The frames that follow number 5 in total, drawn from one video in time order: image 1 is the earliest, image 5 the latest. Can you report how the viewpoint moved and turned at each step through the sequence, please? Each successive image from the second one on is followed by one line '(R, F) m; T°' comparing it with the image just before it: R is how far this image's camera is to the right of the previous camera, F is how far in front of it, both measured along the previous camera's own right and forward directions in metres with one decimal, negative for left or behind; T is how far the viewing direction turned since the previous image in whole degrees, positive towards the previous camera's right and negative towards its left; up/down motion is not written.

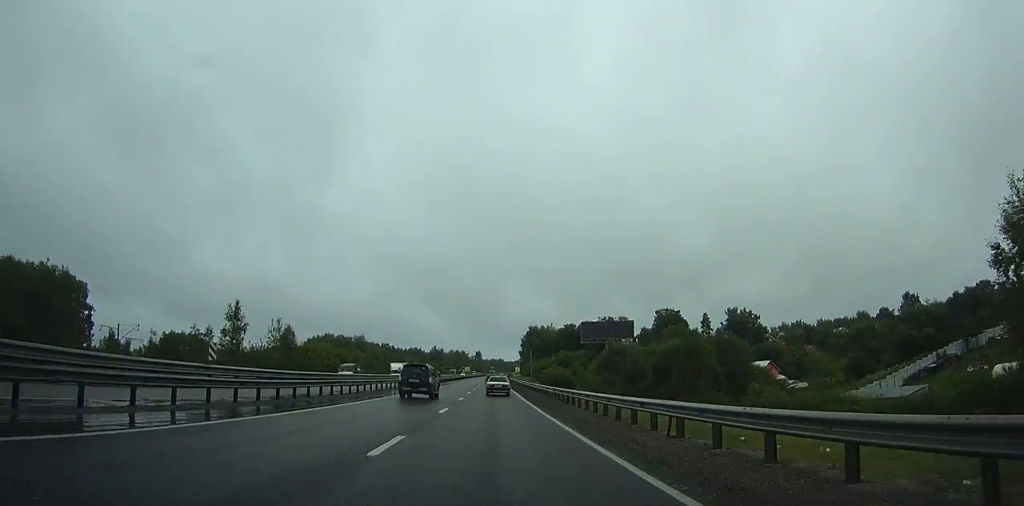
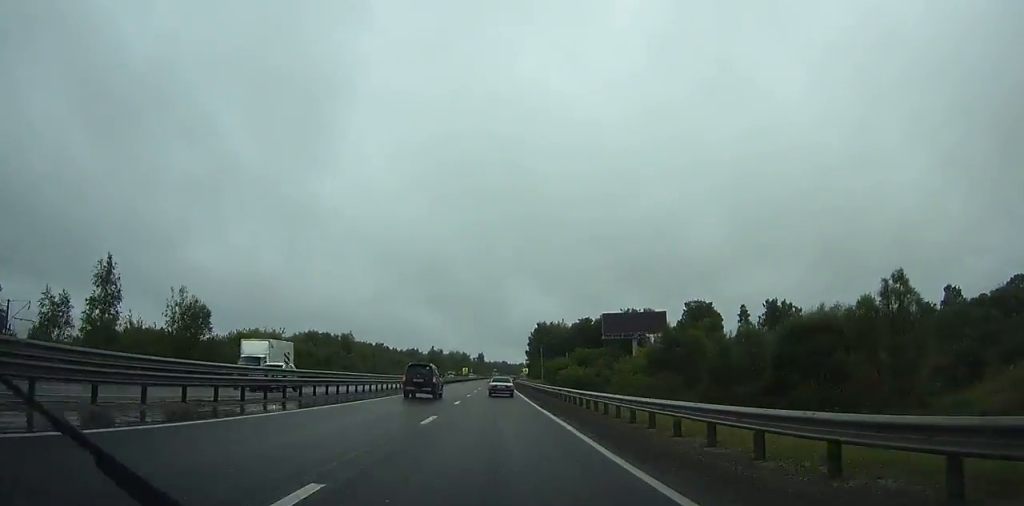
(-0.1, +29.5) m; 0°
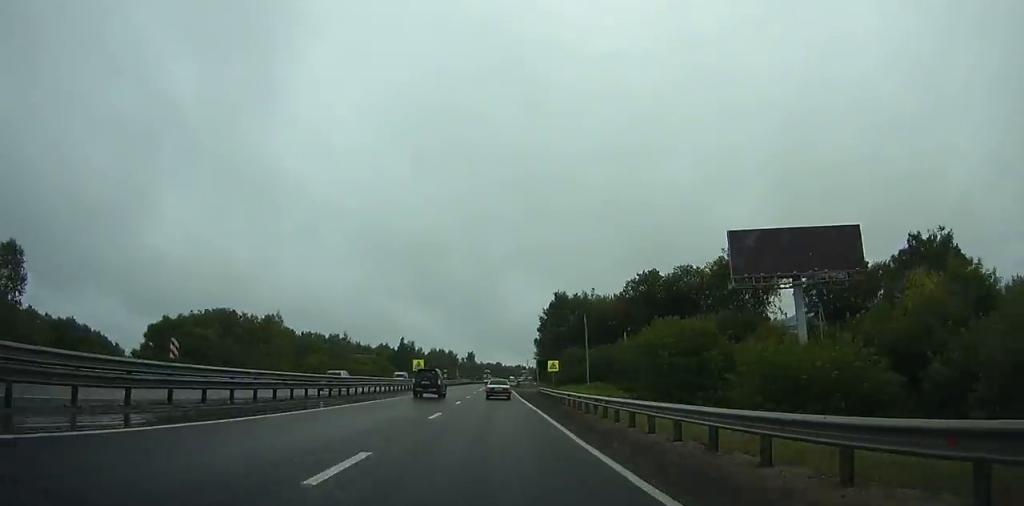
(+0.7, +81.0) m; +1°
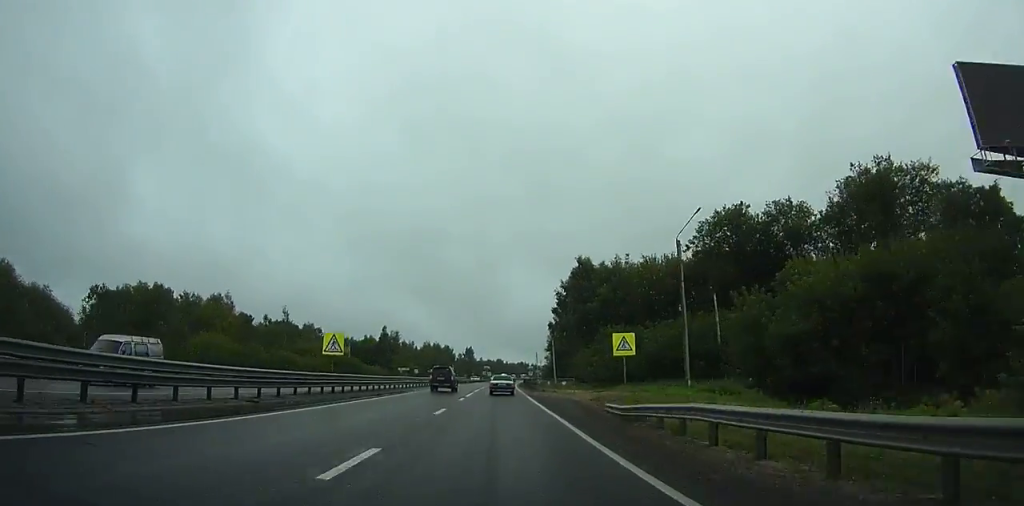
(+0.2, +36.4) m; 0°
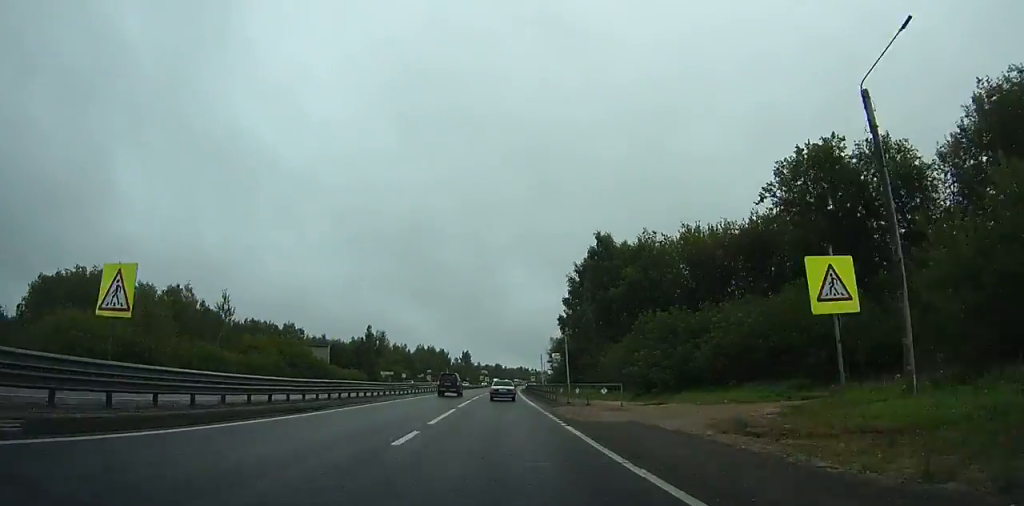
(0.0, +19.3) m; 0°
